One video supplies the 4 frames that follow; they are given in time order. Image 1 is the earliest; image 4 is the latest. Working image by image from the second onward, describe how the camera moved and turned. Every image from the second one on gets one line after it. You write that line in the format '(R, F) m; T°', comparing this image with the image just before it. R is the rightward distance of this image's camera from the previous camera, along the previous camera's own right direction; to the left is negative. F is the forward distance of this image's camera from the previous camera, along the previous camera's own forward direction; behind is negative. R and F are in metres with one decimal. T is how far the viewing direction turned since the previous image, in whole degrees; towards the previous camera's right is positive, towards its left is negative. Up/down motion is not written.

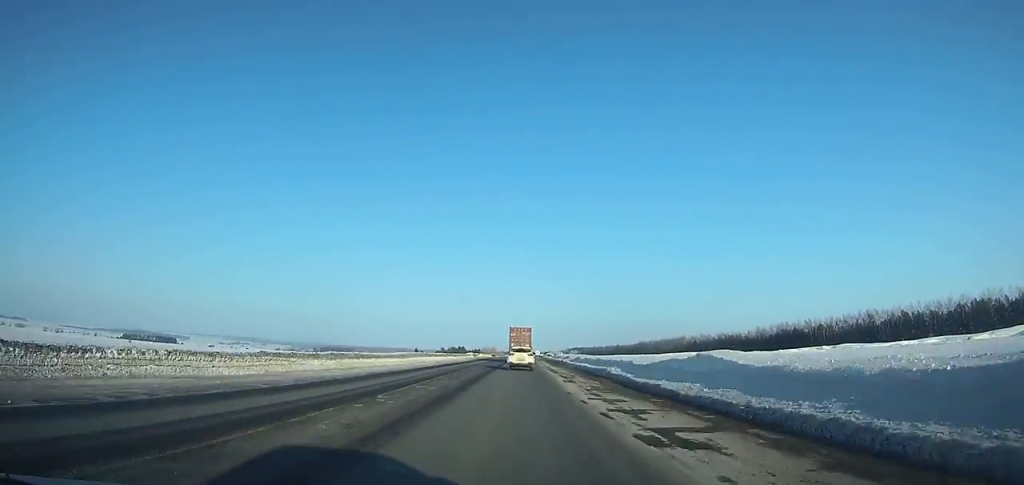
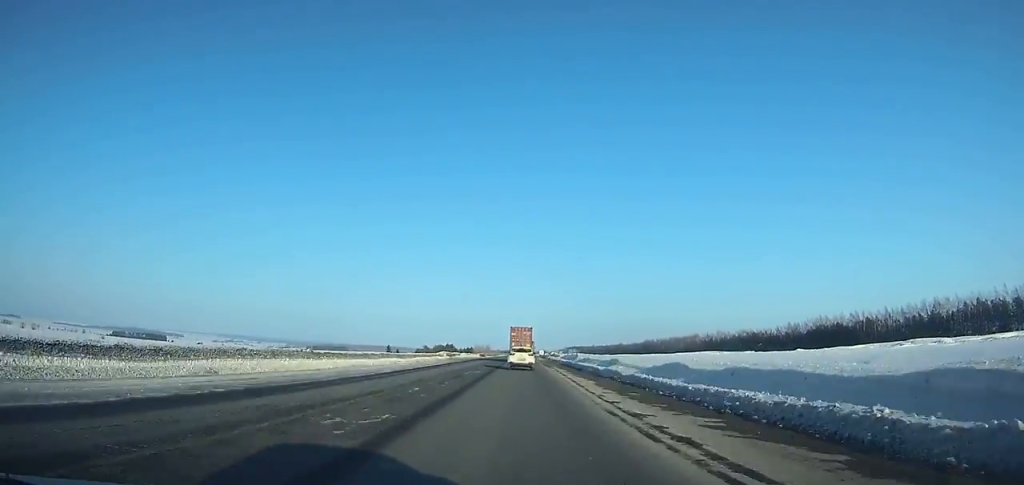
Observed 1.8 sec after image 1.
(+0.1, +38.3) m; 0°
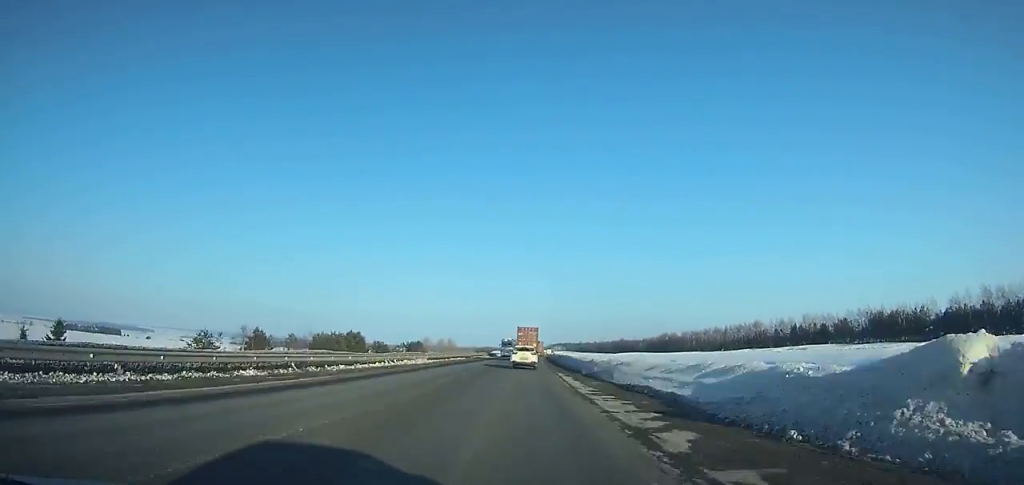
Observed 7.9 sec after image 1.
(+2.0, +130.5) m; +2°
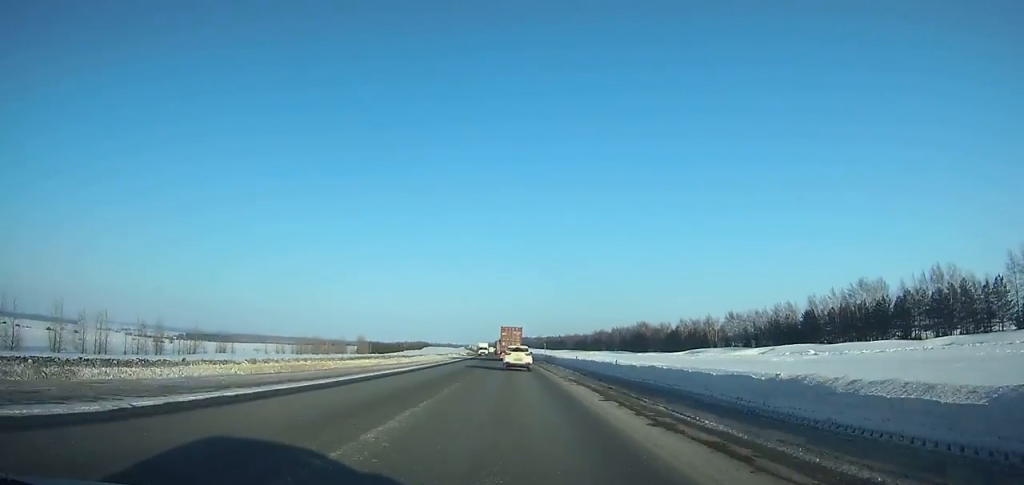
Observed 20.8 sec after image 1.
(+12.5, +287.0) m; +3°
